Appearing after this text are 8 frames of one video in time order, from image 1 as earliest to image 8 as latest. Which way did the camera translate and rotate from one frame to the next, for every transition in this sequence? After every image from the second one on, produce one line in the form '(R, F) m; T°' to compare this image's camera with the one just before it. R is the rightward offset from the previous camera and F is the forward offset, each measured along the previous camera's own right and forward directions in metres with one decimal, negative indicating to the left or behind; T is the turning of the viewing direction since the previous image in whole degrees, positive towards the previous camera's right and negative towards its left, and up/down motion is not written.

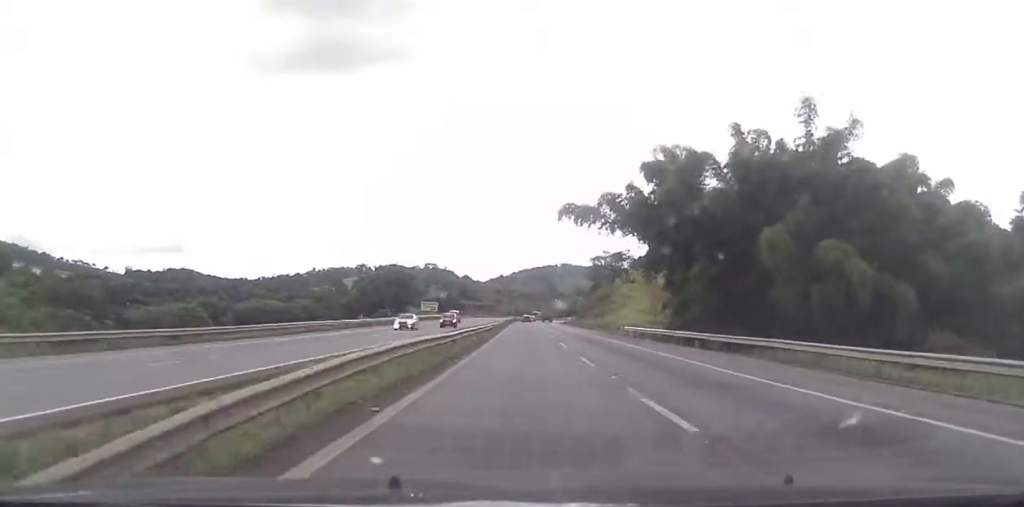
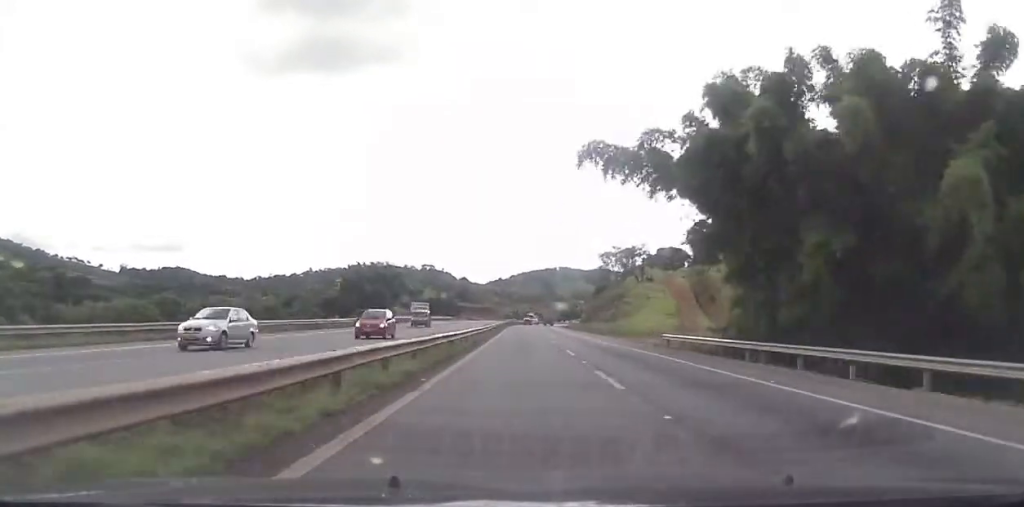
(-0.1, +19.1) m; 0°
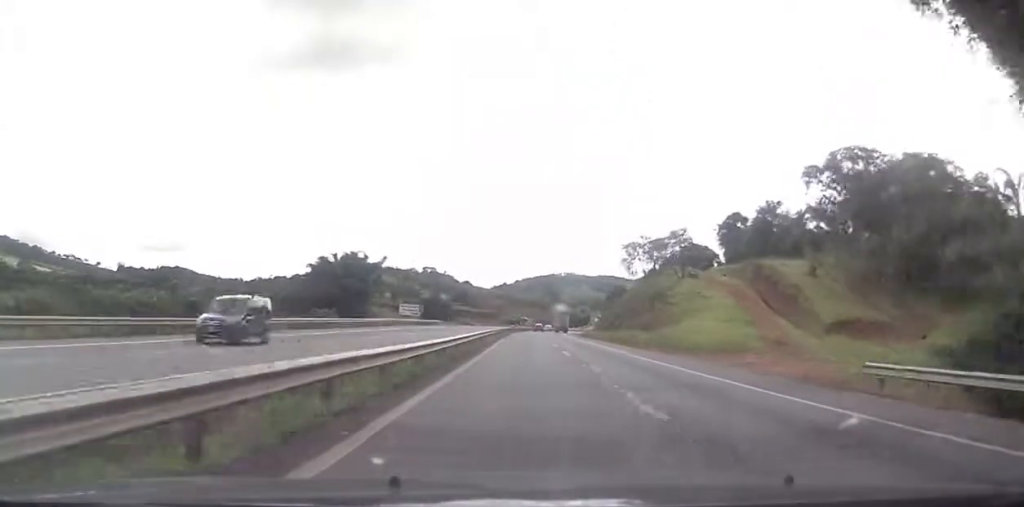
(-0.2, +28.0) m; 0°
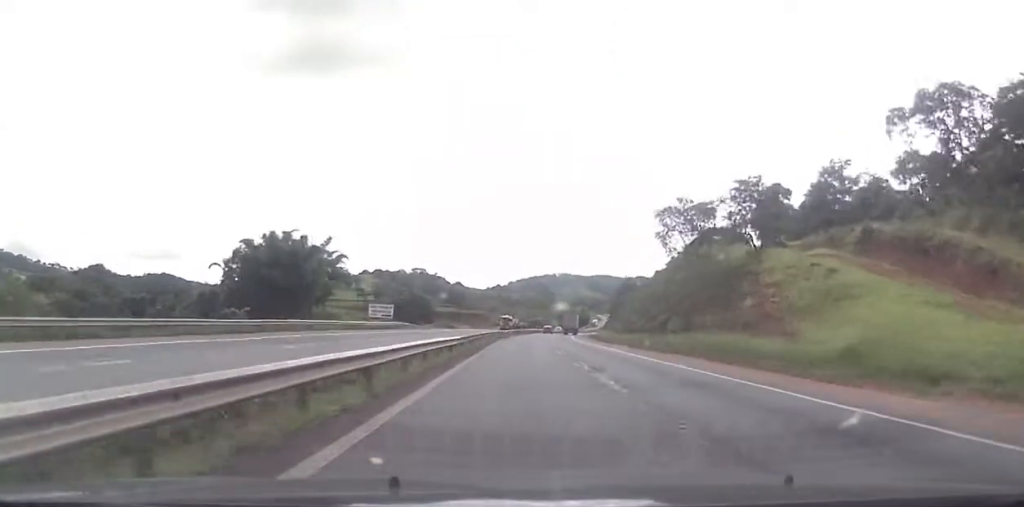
(+0.4, +33.0) m; +1°
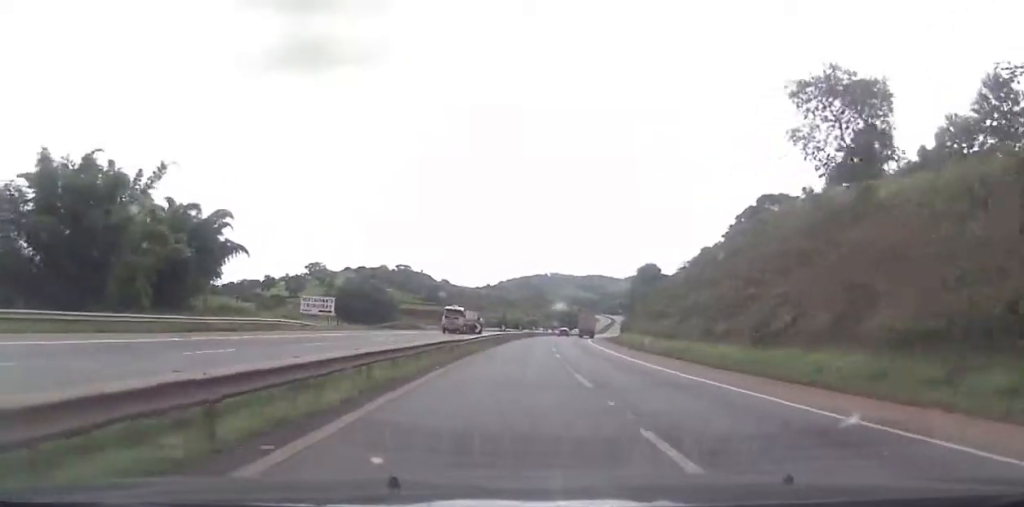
(0.0, +43.6) m; 0°
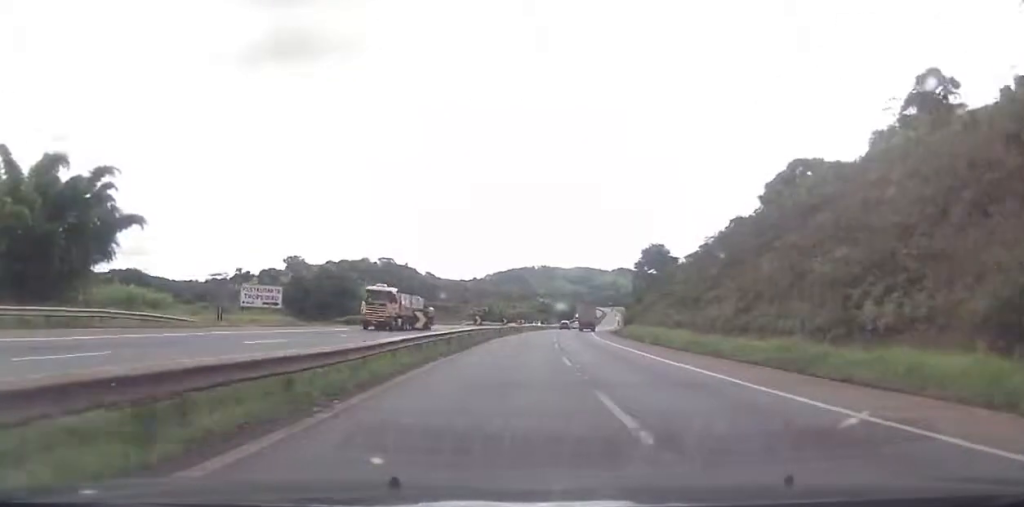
(0.0, +20.7) m; 0°
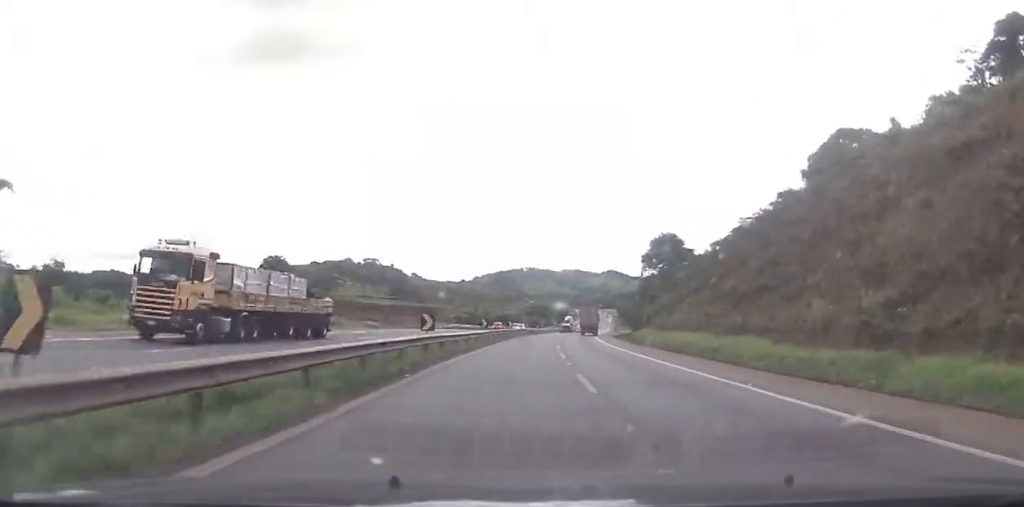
(0.0, +18.7) m; +1°
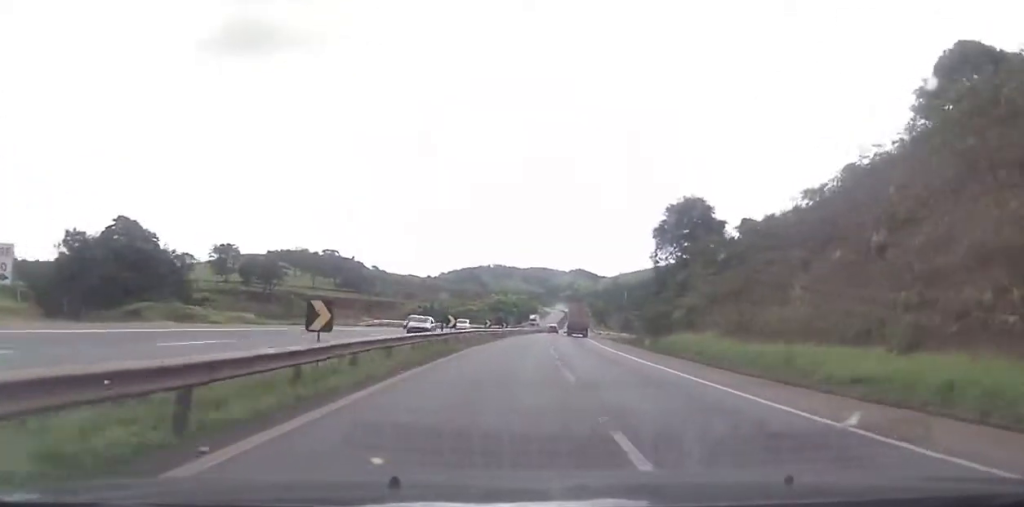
(+0.4, +30.9) m; +2°
